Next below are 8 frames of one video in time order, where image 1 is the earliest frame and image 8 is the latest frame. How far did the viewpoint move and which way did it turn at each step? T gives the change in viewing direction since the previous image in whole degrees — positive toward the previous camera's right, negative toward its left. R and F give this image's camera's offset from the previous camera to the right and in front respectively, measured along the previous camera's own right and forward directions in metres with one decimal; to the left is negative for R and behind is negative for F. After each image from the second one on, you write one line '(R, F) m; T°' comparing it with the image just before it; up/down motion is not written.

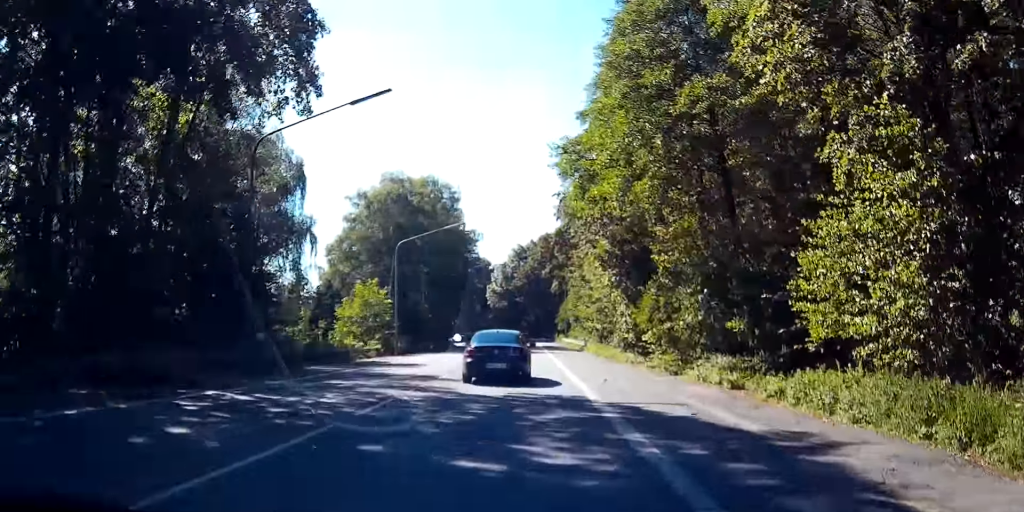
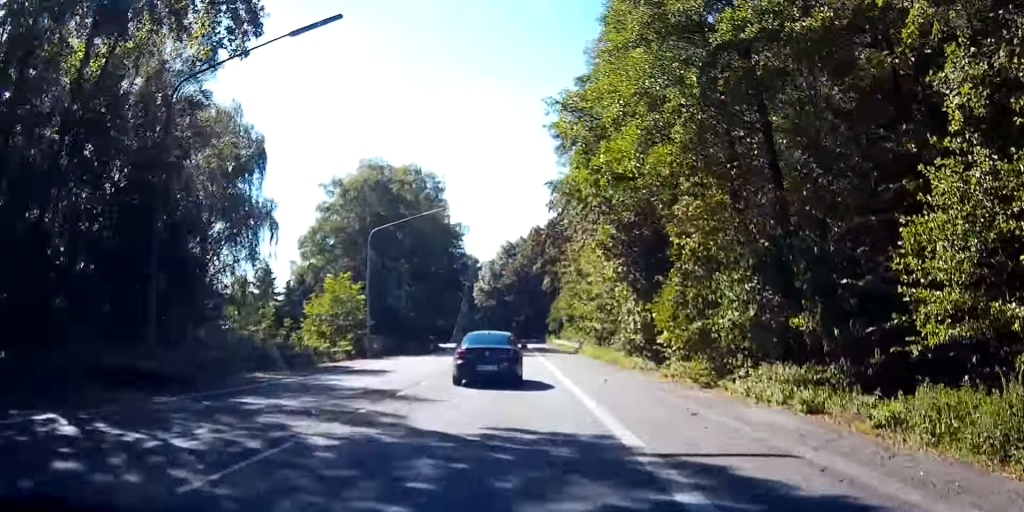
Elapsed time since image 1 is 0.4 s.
(+0.1, +6.2) m; +1°
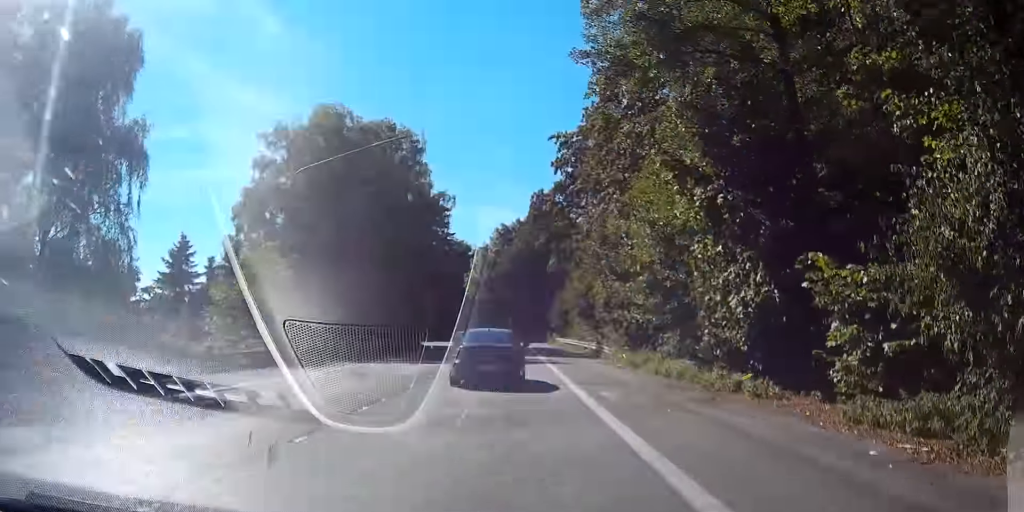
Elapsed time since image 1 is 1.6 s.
(+0.2, +15.9) m; +1°
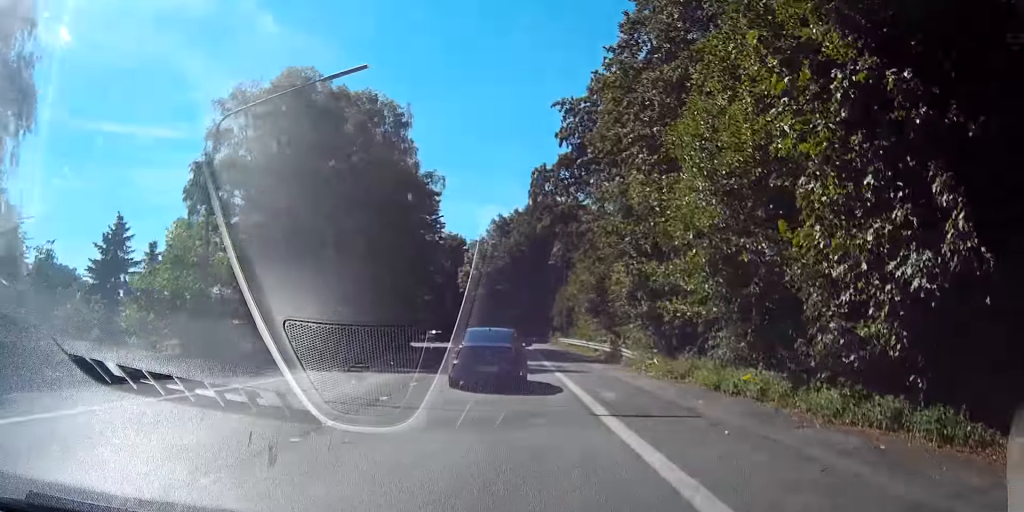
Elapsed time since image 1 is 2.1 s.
(-0.1, +7.8) m; +1°
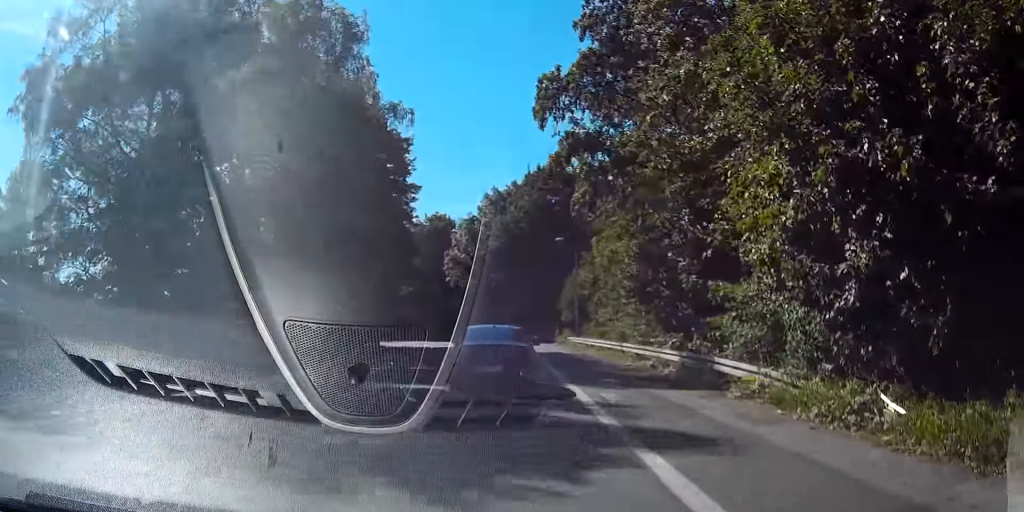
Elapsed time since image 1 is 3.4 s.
(+0.4, +16.2) m; +1°
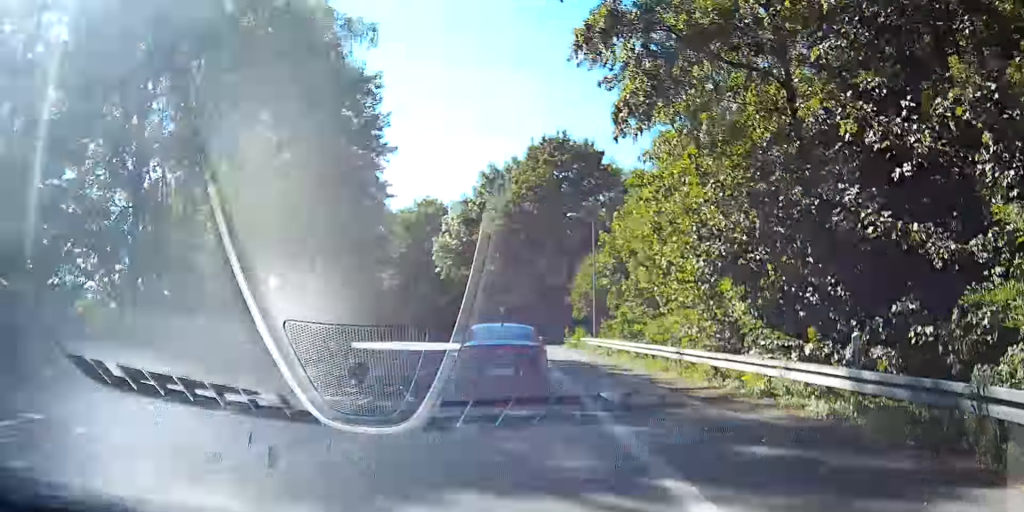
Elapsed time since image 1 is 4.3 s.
(+0.1, +11.3) m; -1°
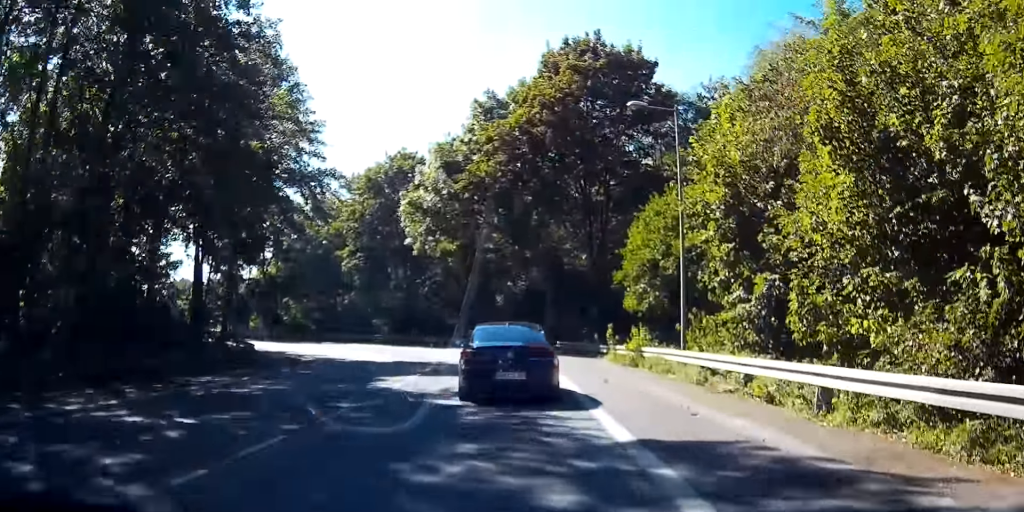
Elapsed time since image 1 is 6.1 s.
(-0.7, +22.1) m; -4°
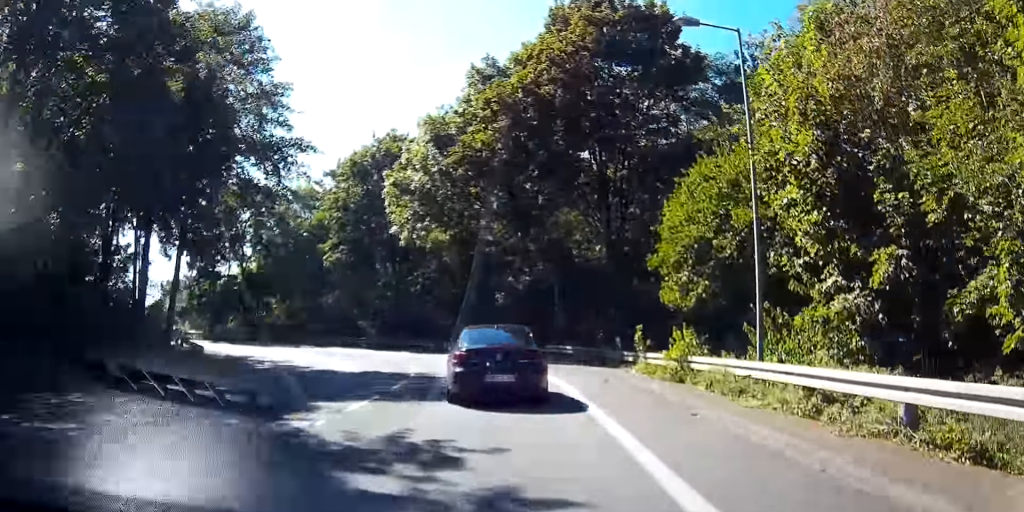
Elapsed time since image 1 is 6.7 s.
(-0.3, +6.7) m; -4°
